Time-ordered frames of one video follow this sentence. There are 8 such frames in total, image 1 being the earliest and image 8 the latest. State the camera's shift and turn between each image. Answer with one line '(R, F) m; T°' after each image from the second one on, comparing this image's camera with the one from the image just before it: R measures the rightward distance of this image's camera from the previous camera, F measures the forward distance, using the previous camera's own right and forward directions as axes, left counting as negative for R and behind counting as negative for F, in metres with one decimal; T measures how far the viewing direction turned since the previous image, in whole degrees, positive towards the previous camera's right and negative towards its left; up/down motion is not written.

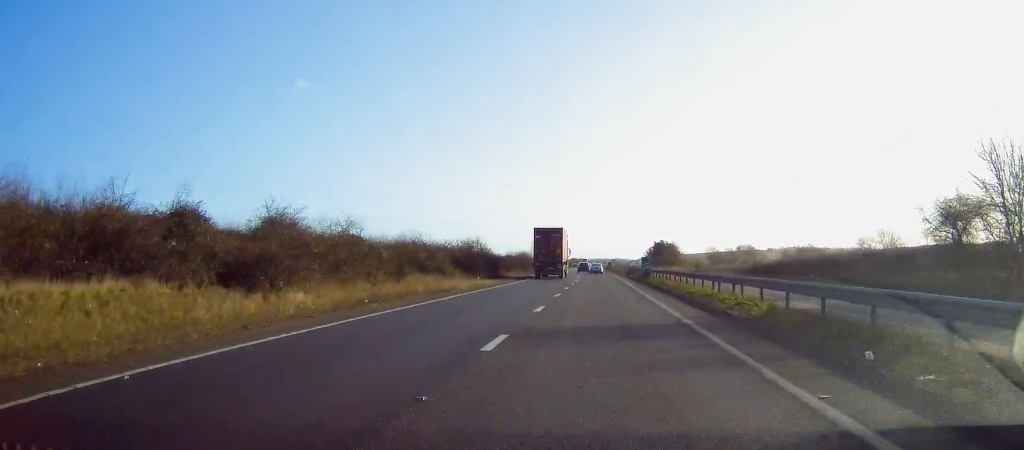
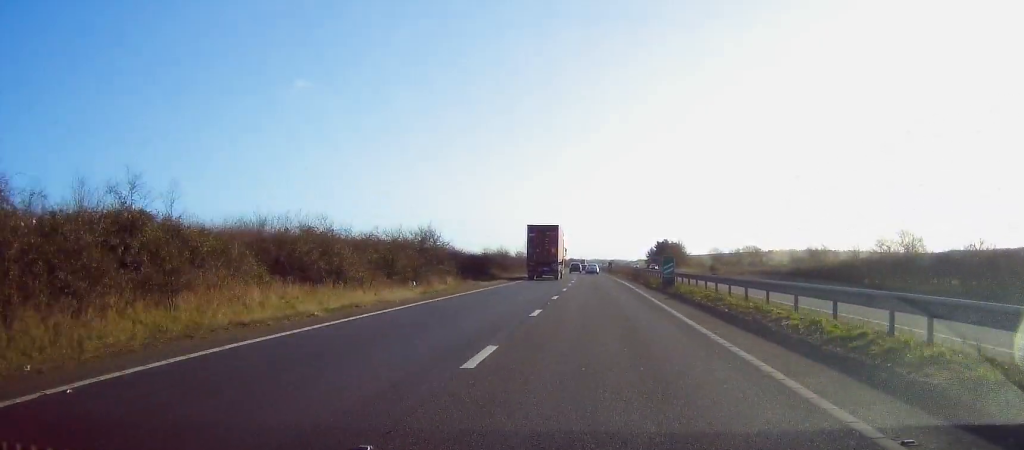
(-0.1, +19.8) m; 0°
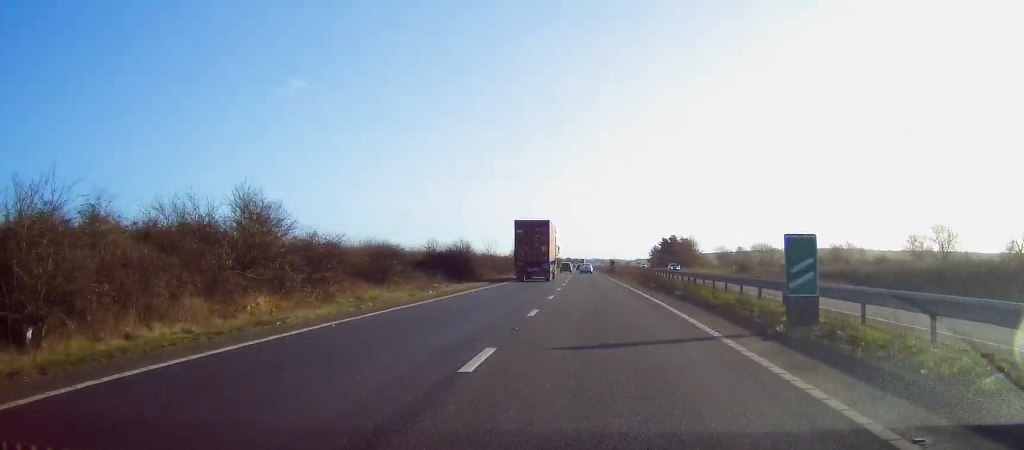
(-0.1, +27.2) m; 0°
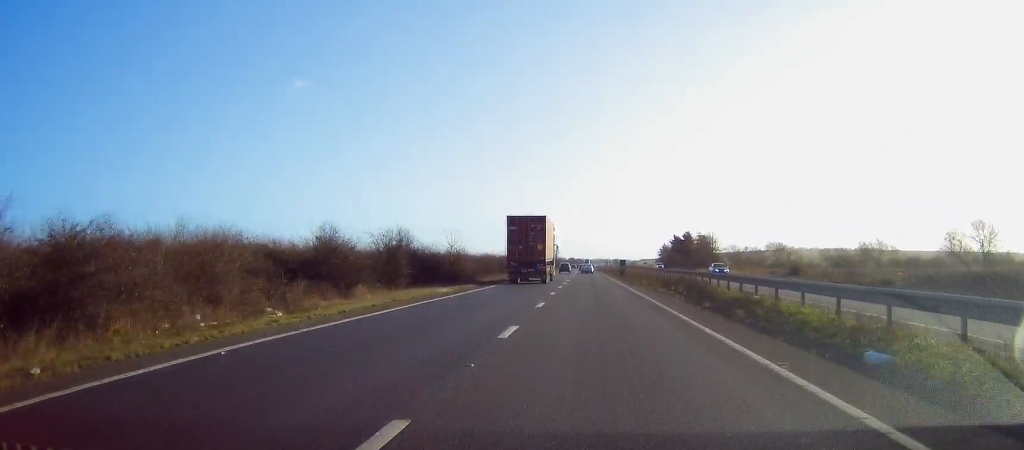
(+0.3, +23.0) m; +1°
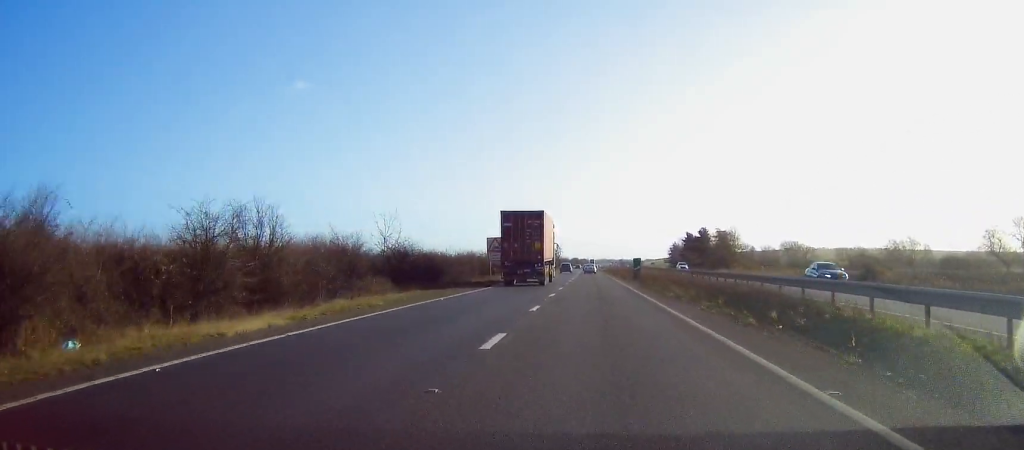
(0.0, +19.9) m; -1°
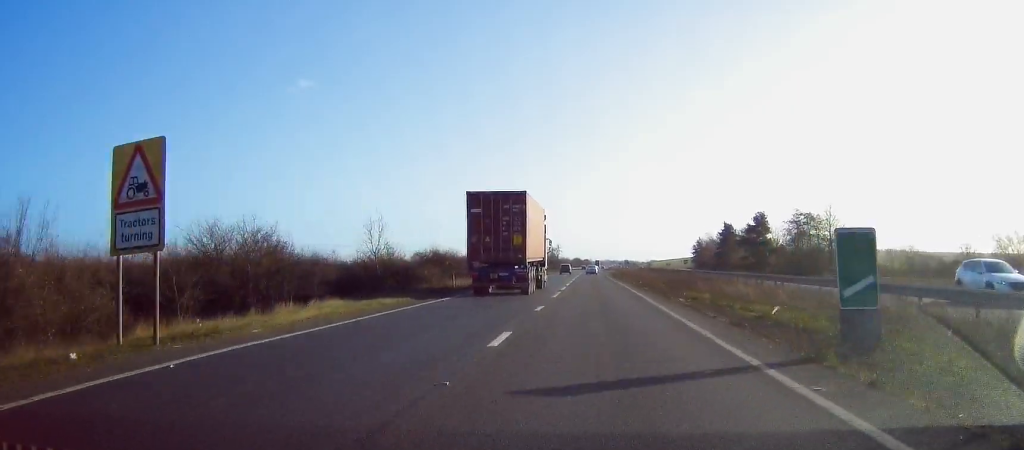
(-0.8, +53.2) m; -1°
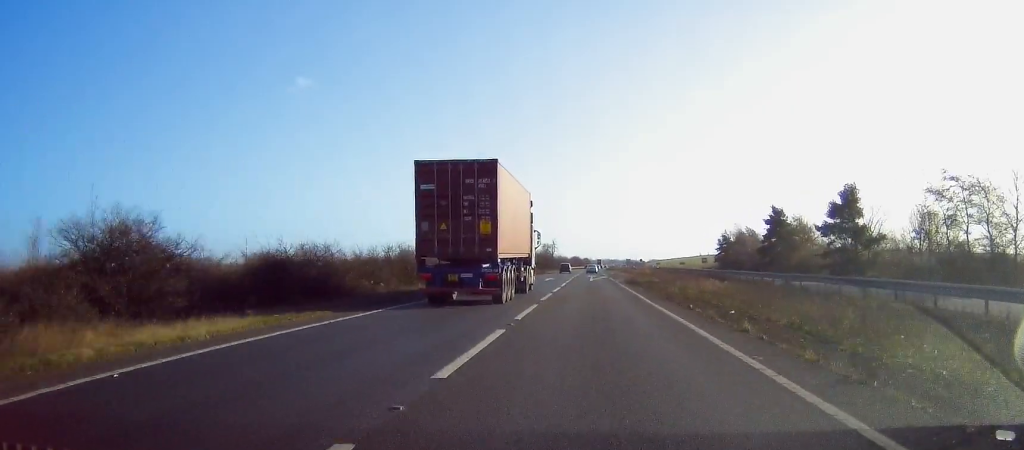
(+0.5, +39.5) m; +1°
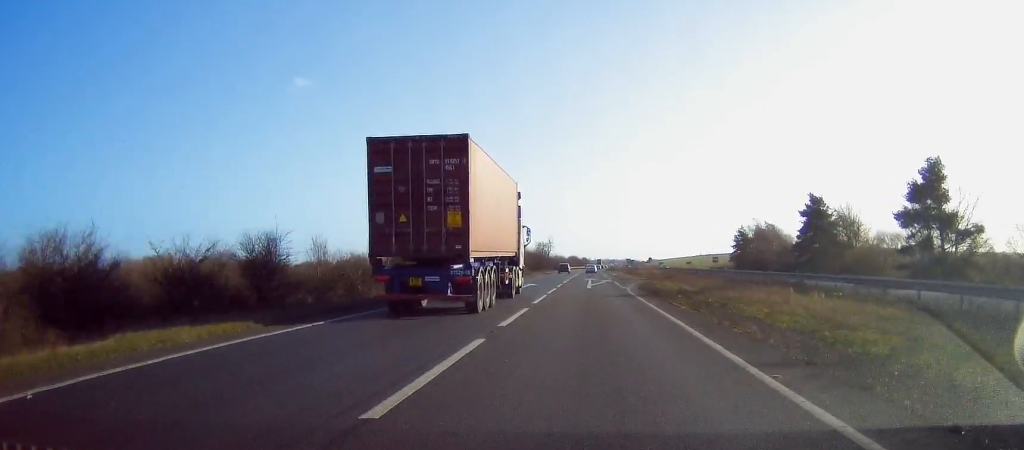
(0.0, +19.7) m; 0°
